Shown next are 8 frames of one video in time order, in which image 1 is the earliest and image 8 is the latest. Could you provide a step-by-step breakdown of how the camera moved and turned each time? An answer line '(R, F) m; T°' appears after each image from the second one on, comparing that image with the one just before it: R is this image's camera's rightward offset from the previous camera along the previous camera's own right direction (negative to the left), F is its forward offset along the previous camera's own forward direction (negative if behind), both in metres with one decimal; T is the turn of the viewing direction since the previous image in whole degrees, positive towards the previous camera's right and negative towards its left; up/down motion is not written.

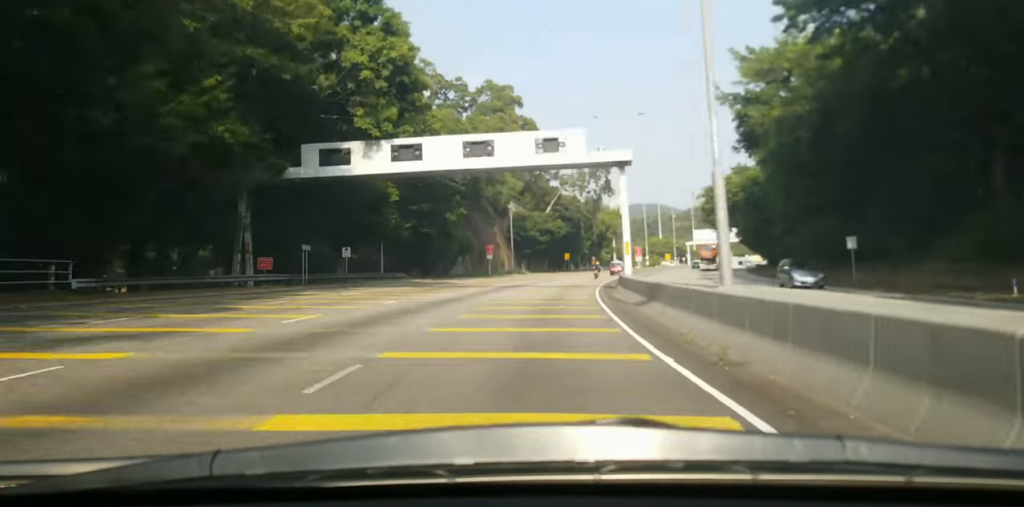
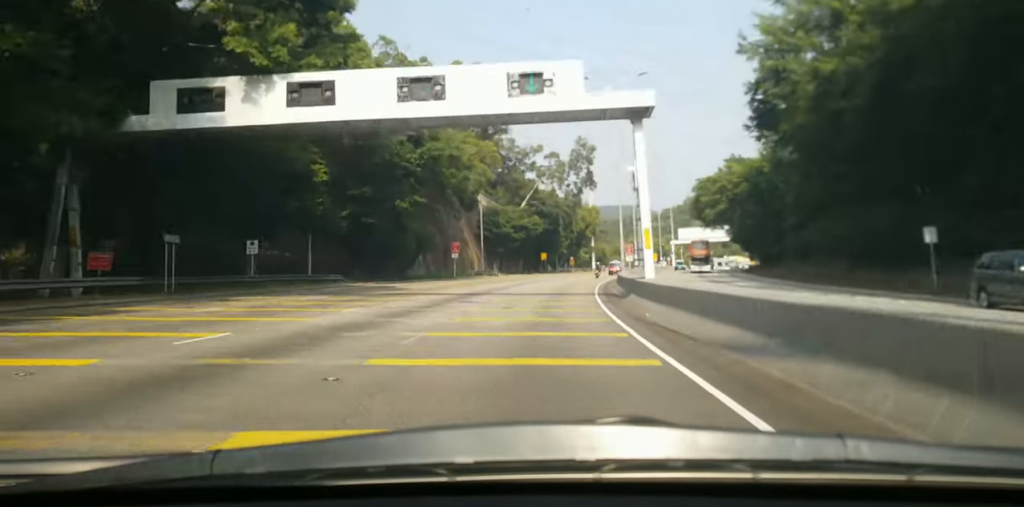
(+0.5, +13.6) m; +2°
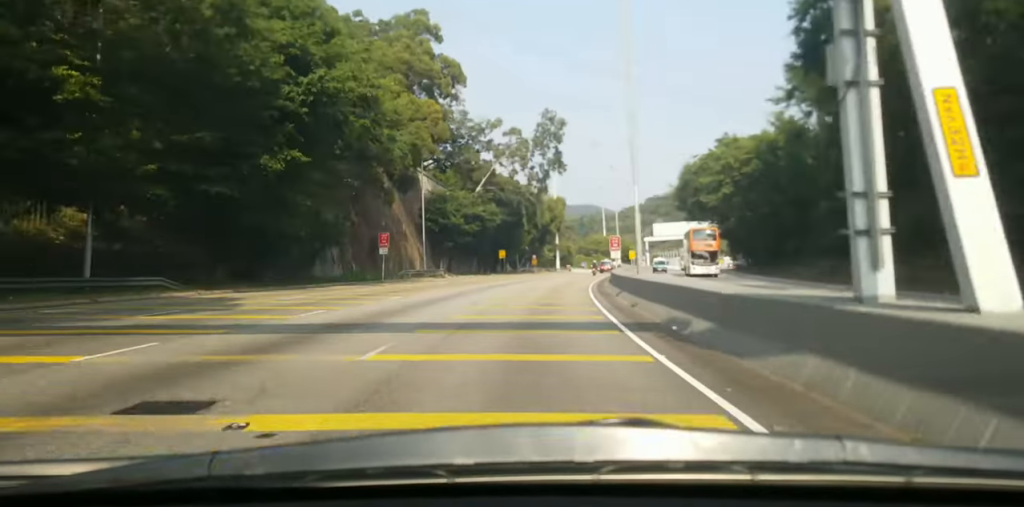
(+0.5, +20.2) m; +3°
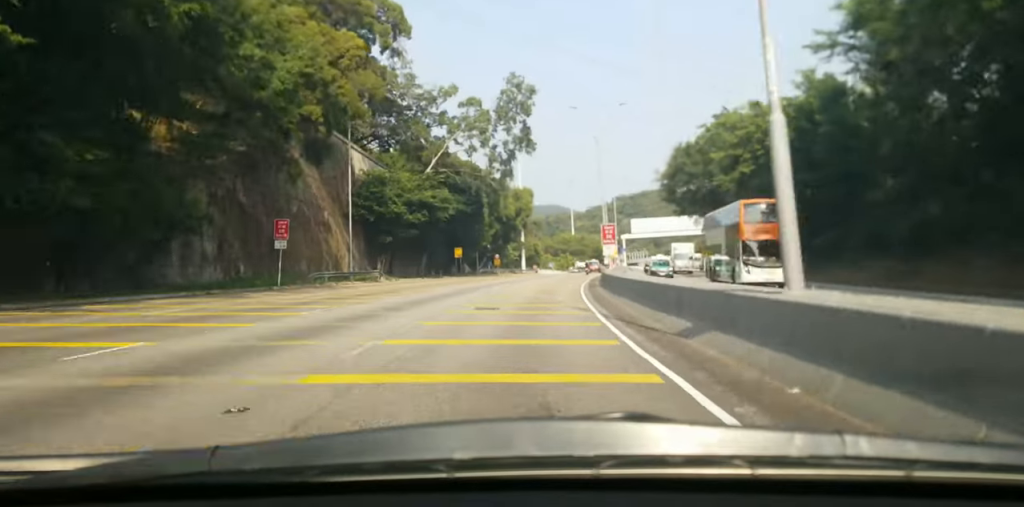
(+0.4, +18.2) m; +3°
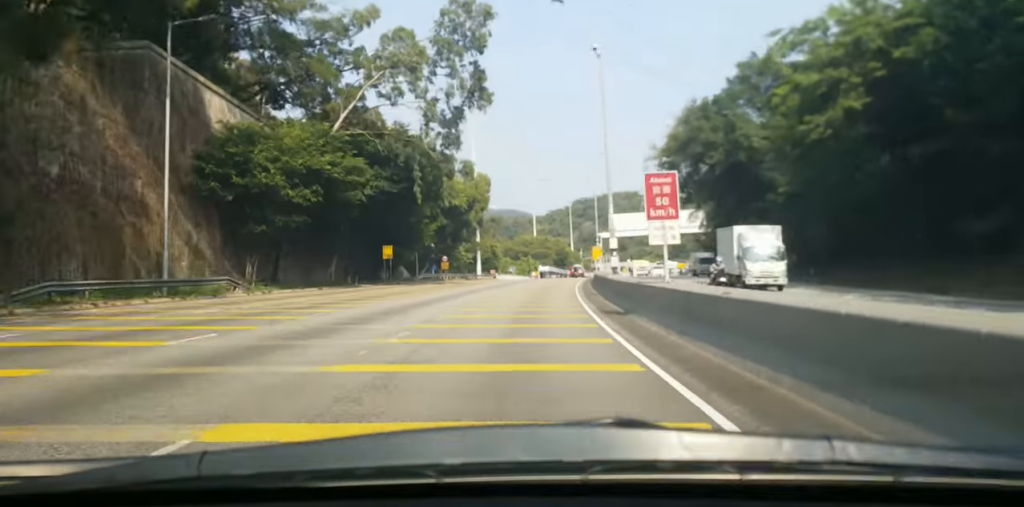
(+1.1, +25.0) m; +4°
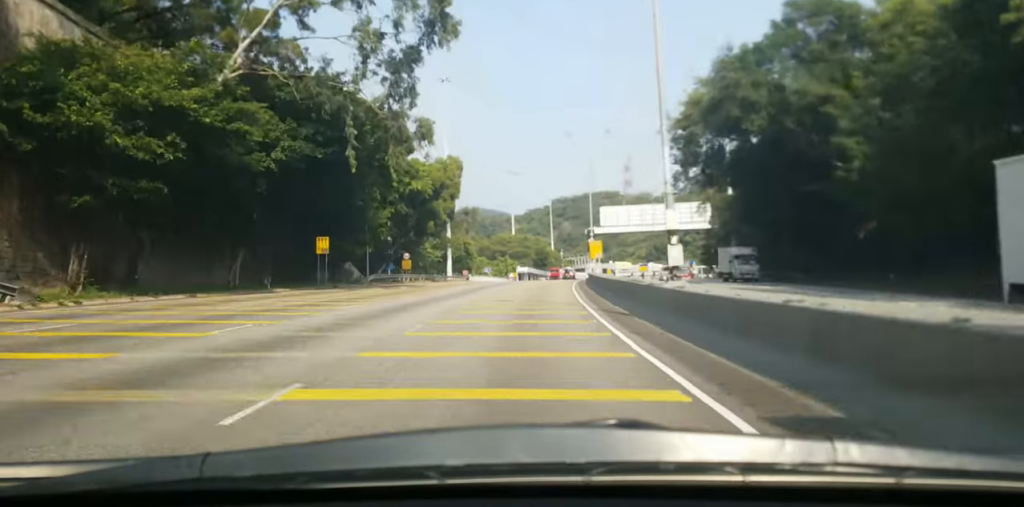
(+0.2, +15.9) m; +2°
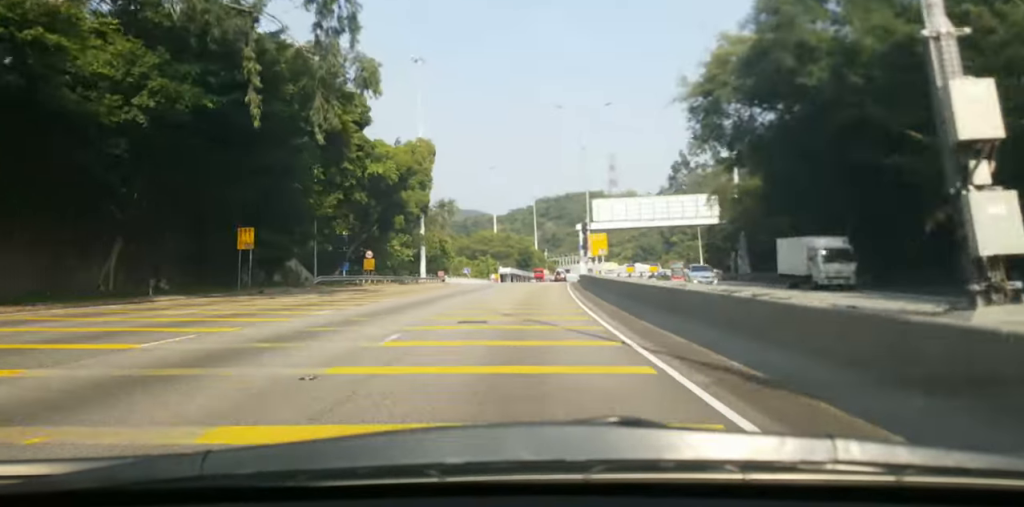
(-0.2, +11.9) m; +2°
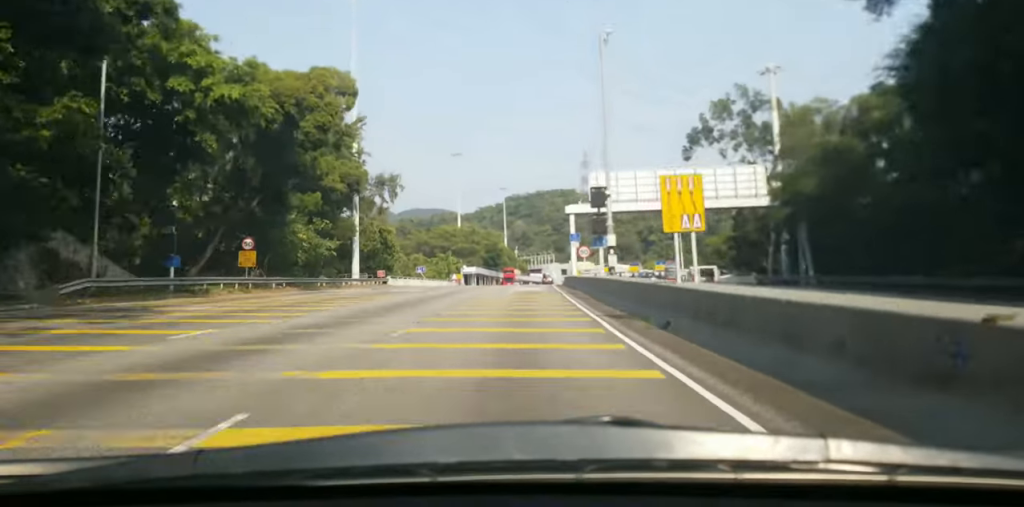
(+1.1, +25.4) m; +1°
